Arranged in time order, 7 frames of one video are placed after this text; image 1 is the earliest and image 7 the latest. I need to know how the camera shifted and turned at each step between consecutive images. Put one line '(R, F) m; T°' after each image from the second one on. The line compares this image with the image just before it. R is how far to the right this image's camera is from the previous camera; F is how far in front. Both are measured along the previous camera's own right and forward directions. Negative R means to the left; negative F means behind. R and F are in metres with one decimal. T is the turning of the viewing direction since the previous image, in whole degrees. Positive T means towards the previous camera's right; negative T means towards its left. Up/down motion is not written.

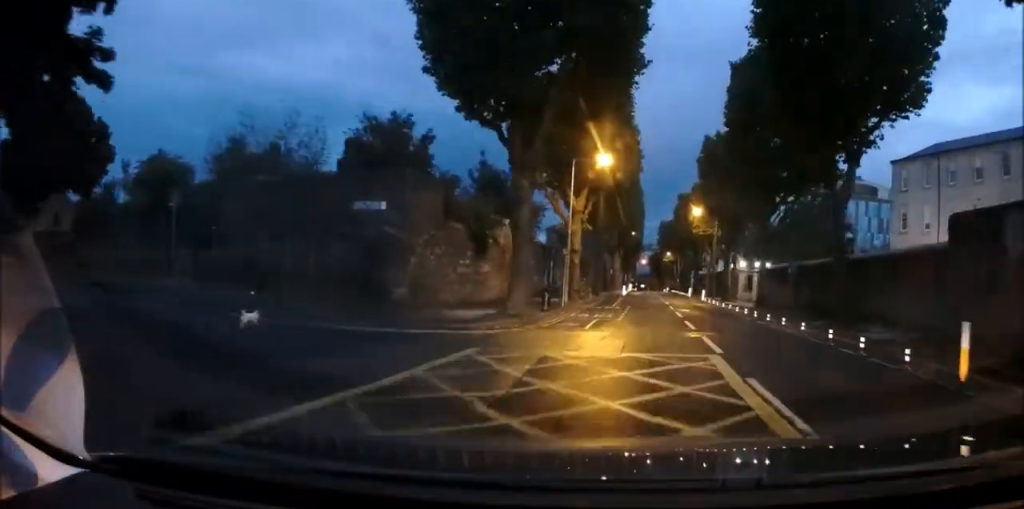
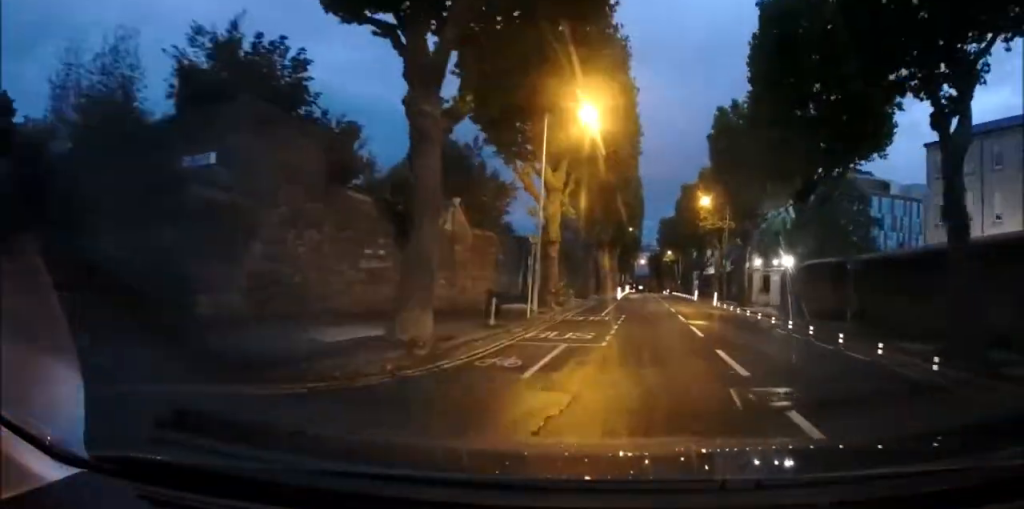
(+0.1, +8.8) m; +1°
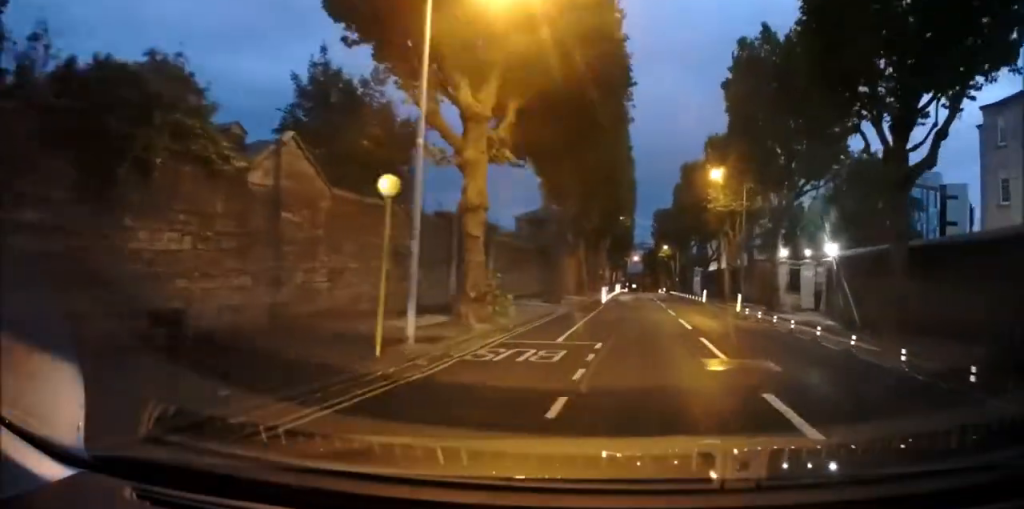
(+0.2, +11.9) m; 0°
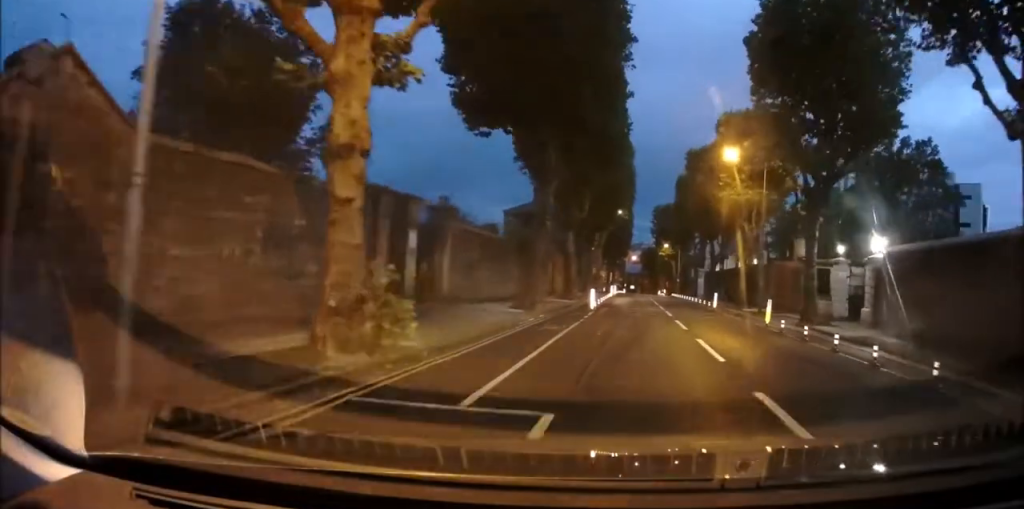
(-0.2, +6.9) m; 0°
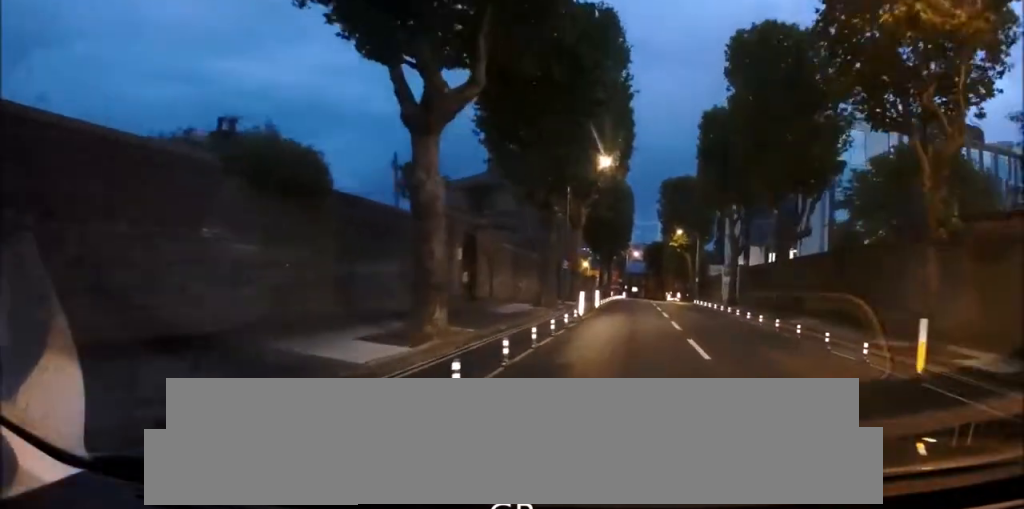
(+0.4, +26.5) m; 0°
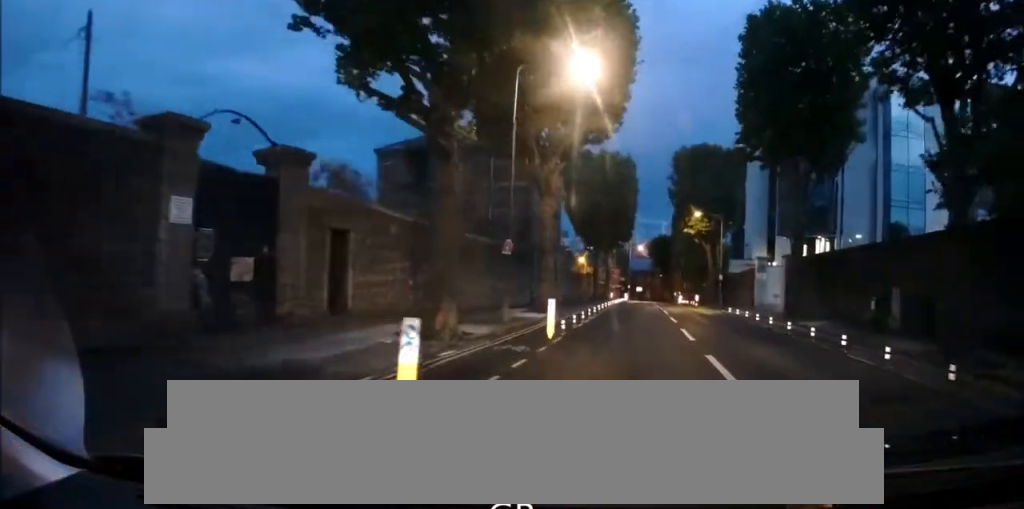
(-0.6, +16.4) m; -2°
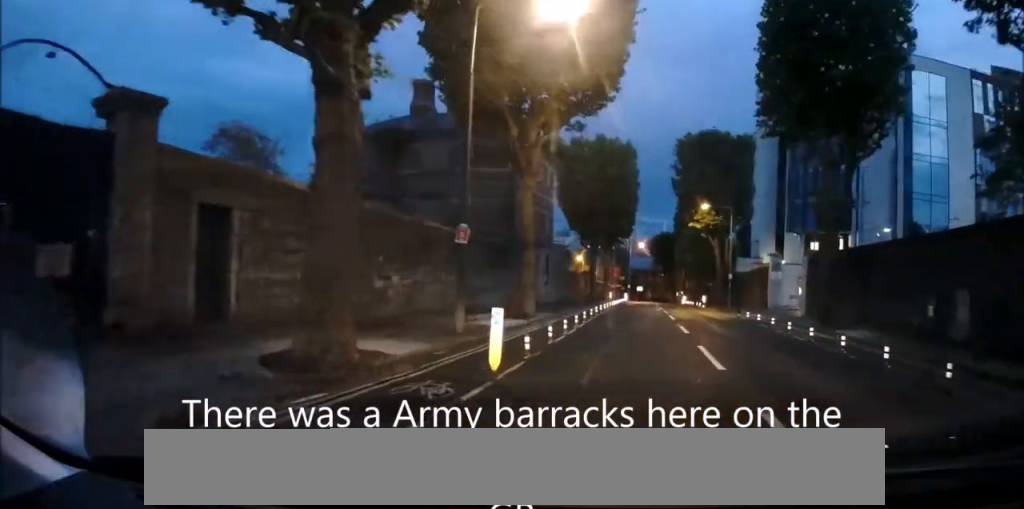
(+0.1, +5.0) m; +1°
